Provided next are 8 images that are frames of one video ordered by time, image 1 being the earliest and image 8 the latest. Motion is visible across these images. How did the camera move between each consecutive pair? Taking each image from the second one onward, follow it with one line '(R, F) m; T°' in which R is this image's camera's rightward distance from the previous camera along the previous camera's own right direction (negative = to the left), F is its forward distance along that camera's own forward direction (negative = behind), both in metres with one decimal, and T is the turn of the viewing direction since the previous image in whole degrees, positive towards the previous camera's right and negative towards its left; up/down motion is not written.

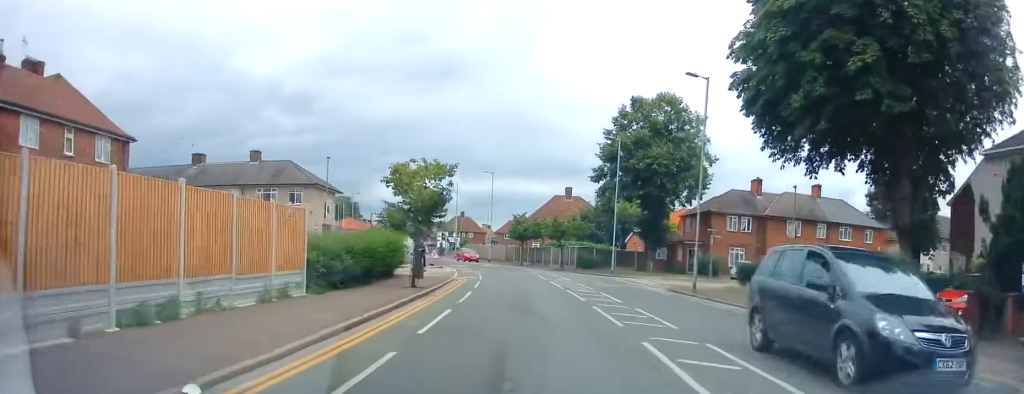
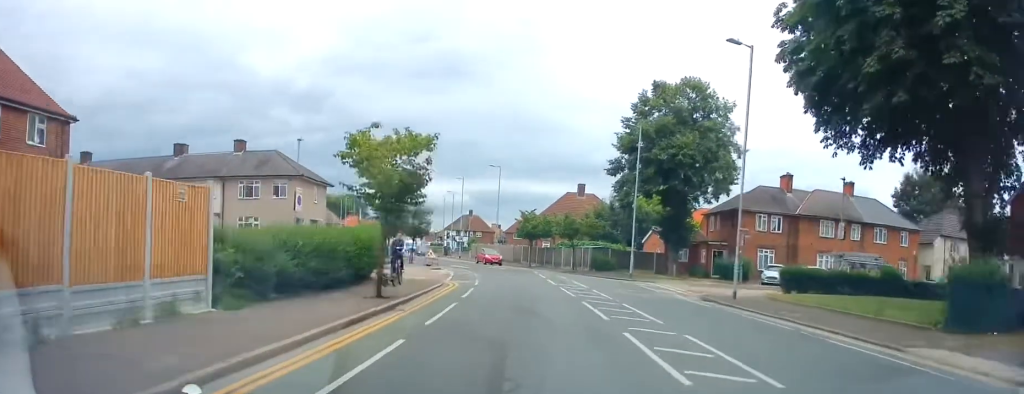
(0.0, +4.7) m; -1°
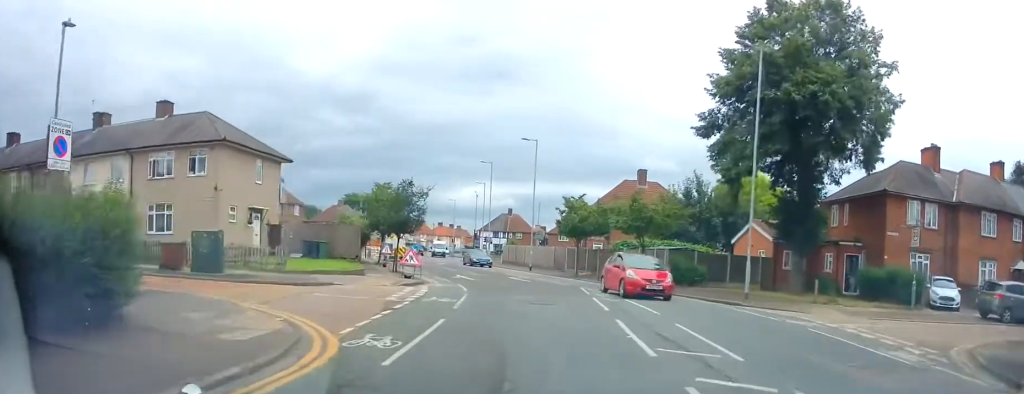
(-1.1, +15.8) m; -9°
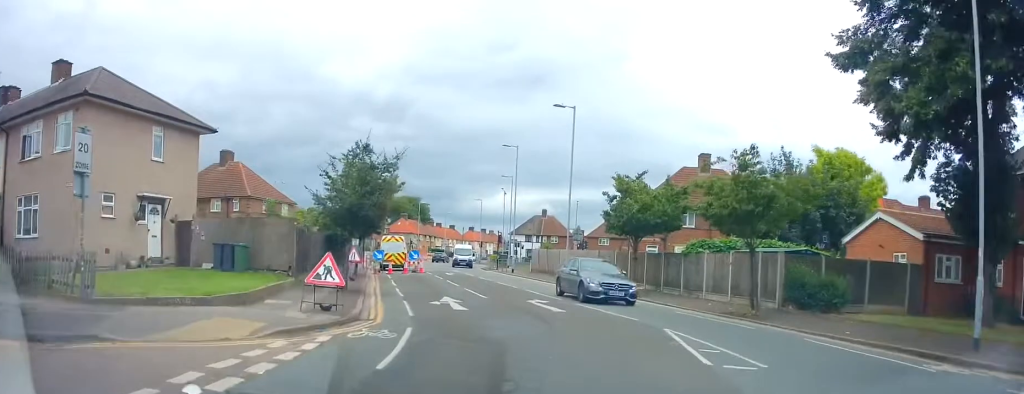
(0.0, +11.9) m; -1°
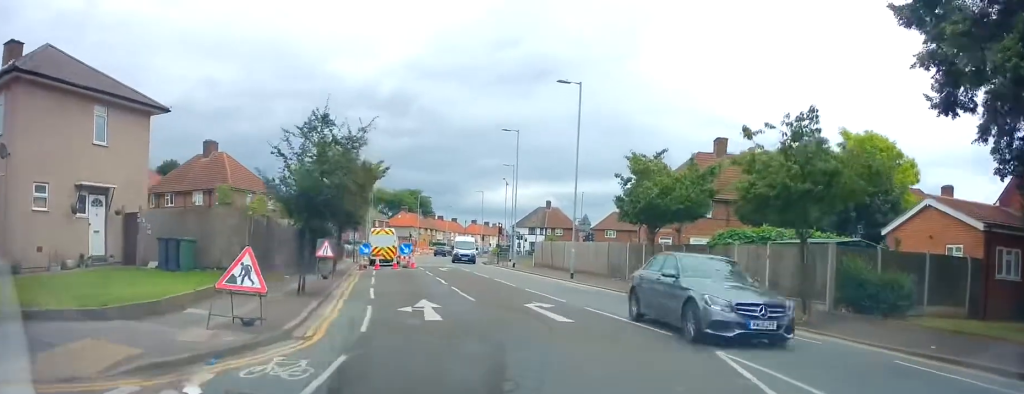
(-0.2, +3.6) m; -2°
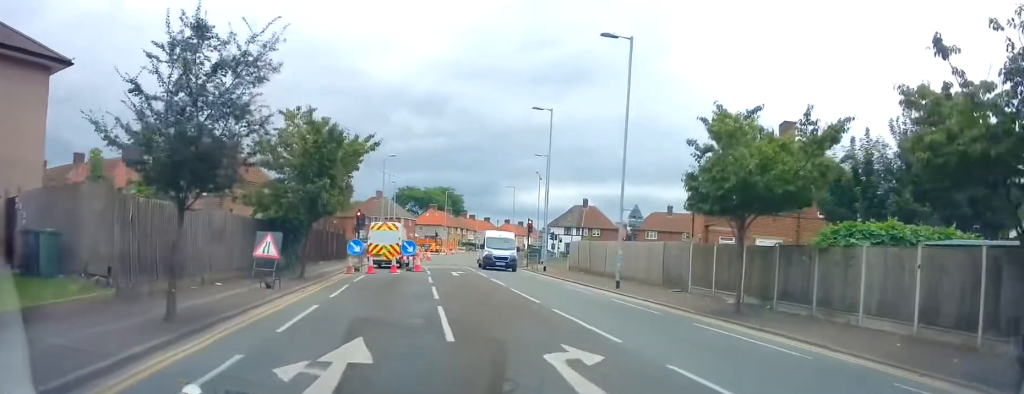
(-0.4, +7.0) m; -6°
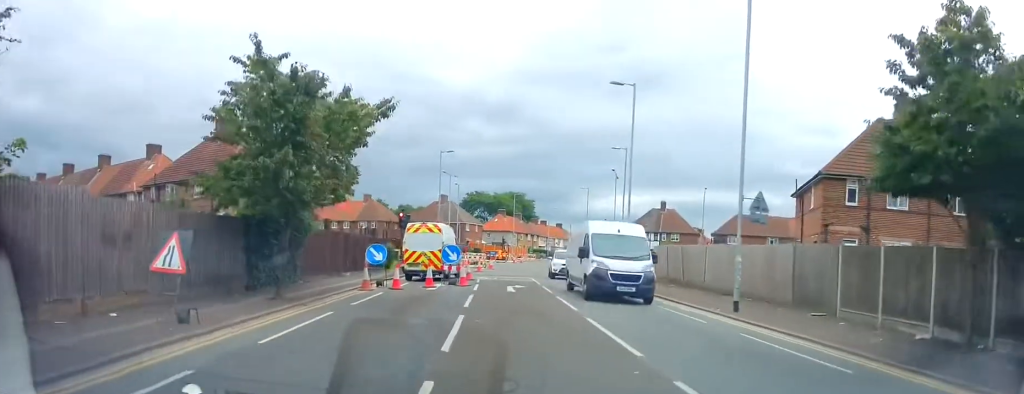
(-0.5, +7.0) m; -4°
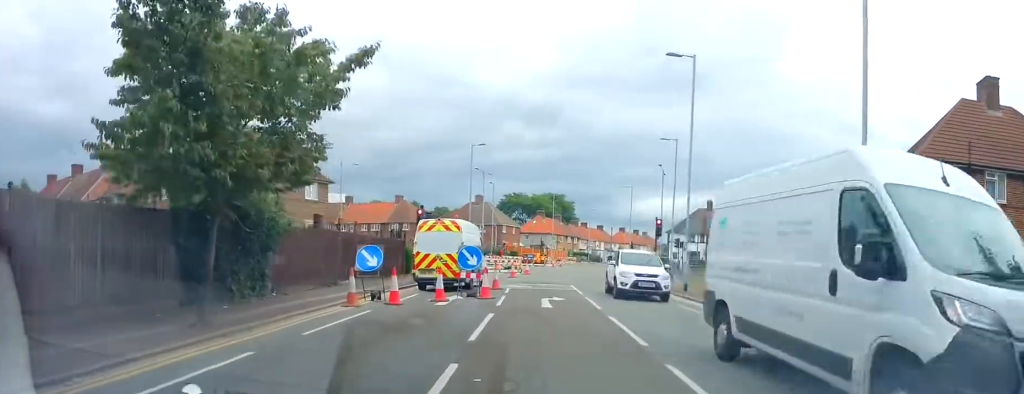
(+0.1, +4.9) m; -1°
